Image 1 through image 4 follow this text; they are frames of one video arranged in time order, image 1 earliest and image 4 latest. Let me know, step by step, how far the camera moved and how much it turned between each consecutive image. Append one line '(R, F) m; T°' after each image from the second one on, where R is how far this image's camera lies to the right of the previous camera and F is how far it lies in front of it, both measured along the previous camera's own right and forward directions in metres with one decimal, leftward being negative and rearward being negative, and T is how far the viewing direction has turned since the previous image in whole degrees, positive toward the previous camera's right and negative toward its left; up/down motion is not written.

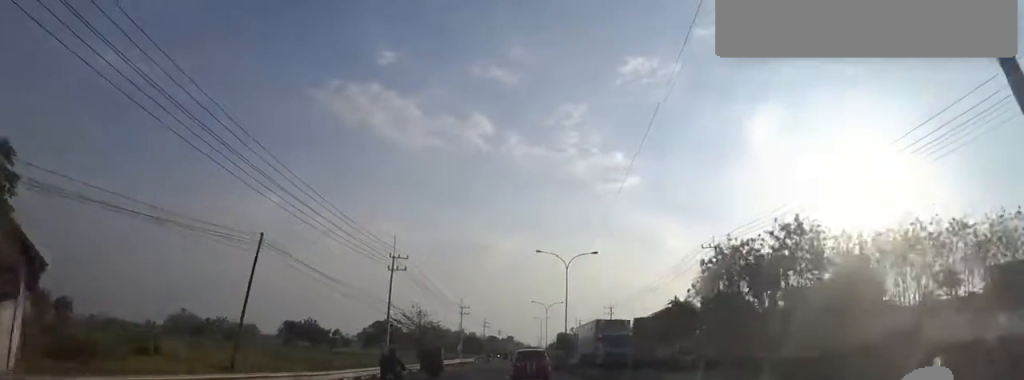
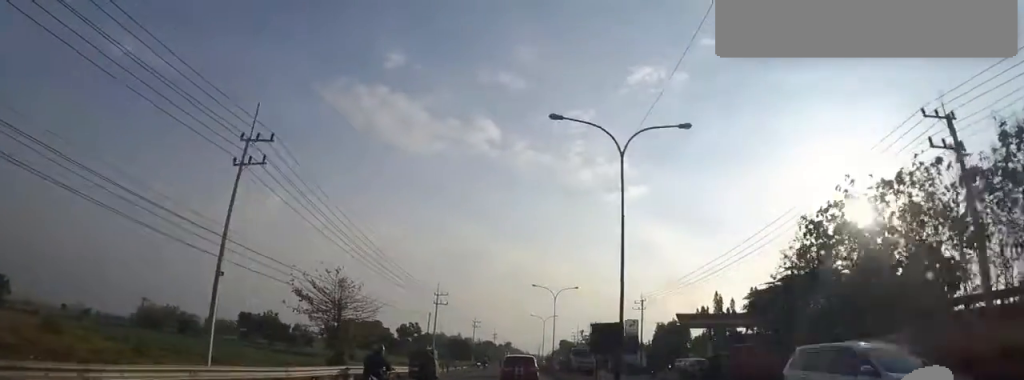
(-1.0, +25.3) m; -3°
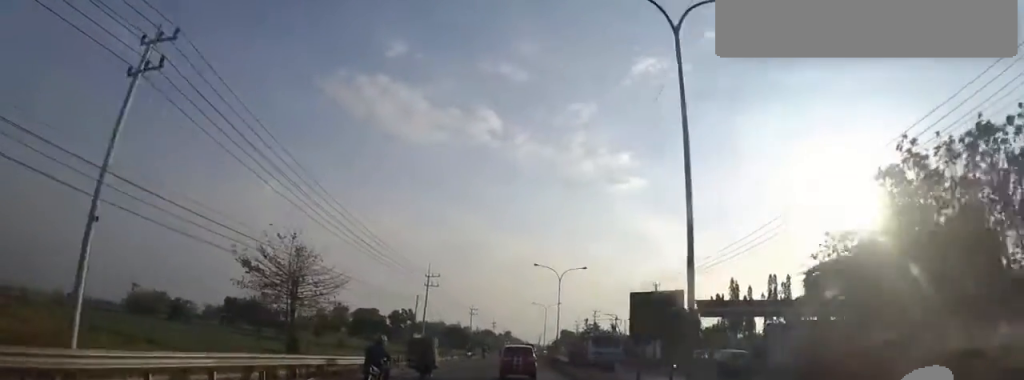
(+0.1, +7.0) m; 0°
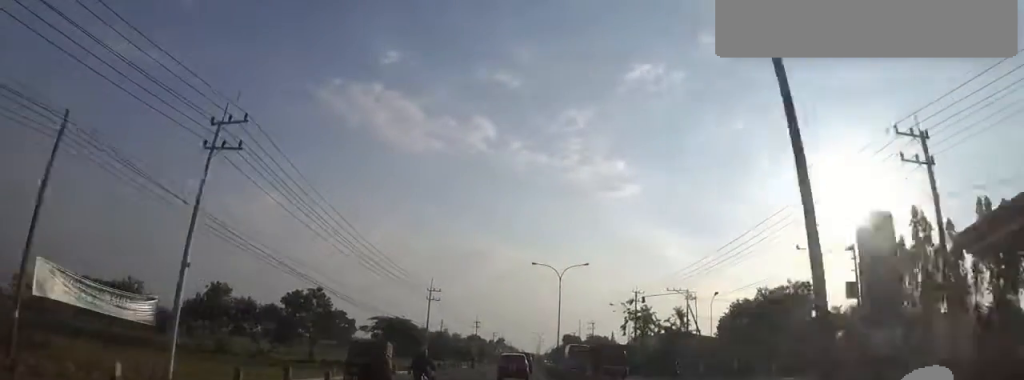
(+1.6, +43.8) m; +1°
